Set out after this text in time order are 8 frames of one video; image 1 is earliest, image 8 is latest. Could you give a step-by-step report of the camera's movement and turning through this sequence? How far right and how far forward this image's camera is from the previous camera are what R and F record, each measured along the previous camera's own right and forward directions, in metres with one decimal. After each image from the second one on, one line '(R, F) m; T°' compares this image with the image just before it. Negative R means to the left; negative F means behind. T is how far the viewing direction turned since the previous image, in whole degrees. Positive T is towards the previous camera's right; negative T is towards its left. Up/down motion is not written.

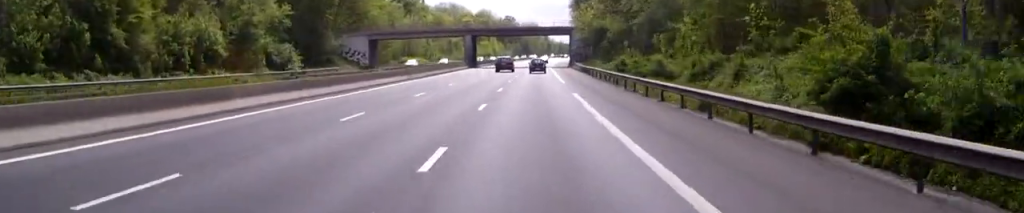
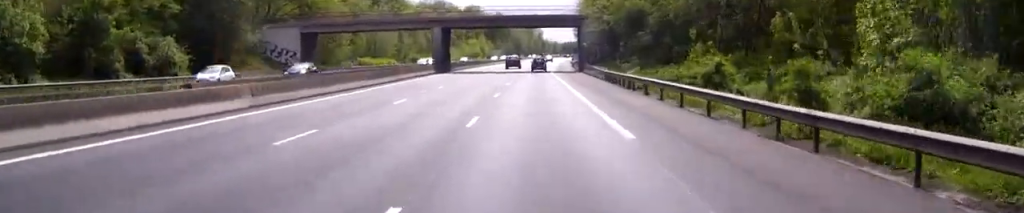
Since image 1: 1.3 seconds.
(0.0, +31.7) m; +1°
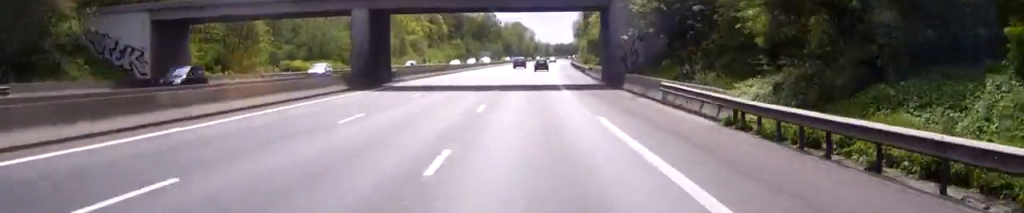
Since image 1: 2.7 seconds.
(+0.4, +33.4) m; +1°
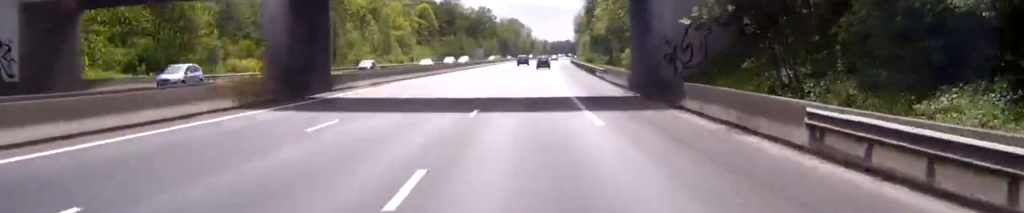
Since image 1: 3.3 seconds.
(0.0, +15.5) m; 0°
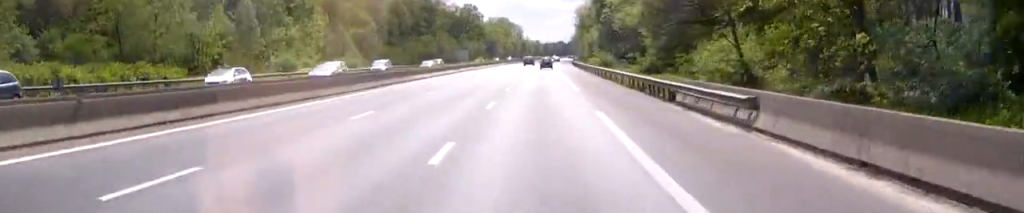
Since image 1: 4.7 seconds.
(+0.2, +35.2) m; 0°
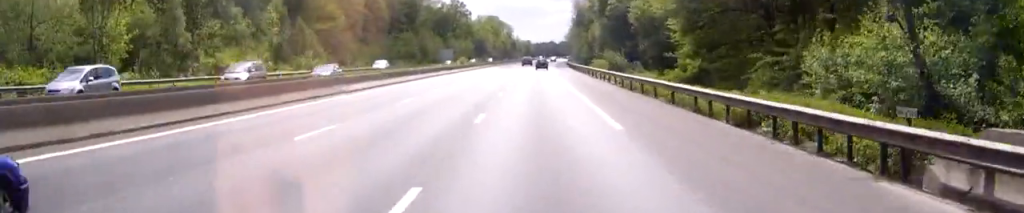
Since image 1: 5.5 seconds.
(0.0, +18.1) m; 0°
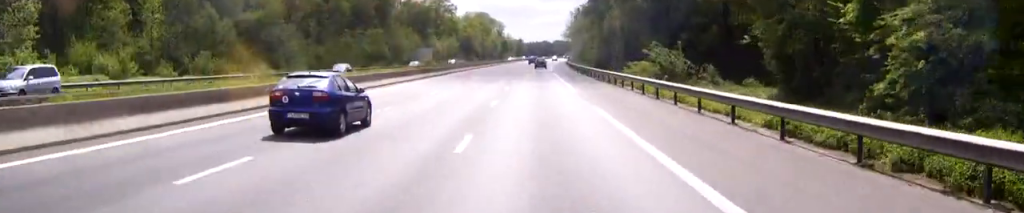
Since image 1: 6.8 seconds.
(+0.3, +32.1) m; +1°
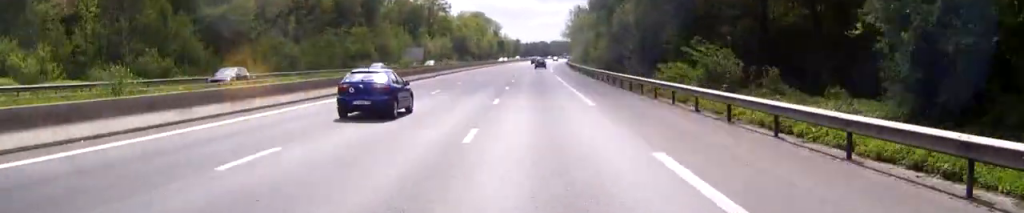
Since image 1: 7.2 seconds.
(0.0, +11.6) m; 0°
